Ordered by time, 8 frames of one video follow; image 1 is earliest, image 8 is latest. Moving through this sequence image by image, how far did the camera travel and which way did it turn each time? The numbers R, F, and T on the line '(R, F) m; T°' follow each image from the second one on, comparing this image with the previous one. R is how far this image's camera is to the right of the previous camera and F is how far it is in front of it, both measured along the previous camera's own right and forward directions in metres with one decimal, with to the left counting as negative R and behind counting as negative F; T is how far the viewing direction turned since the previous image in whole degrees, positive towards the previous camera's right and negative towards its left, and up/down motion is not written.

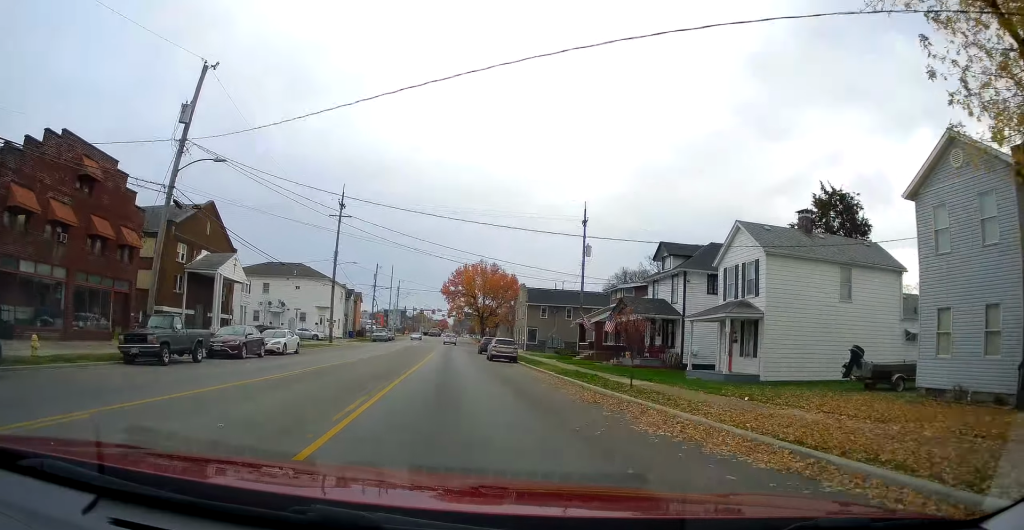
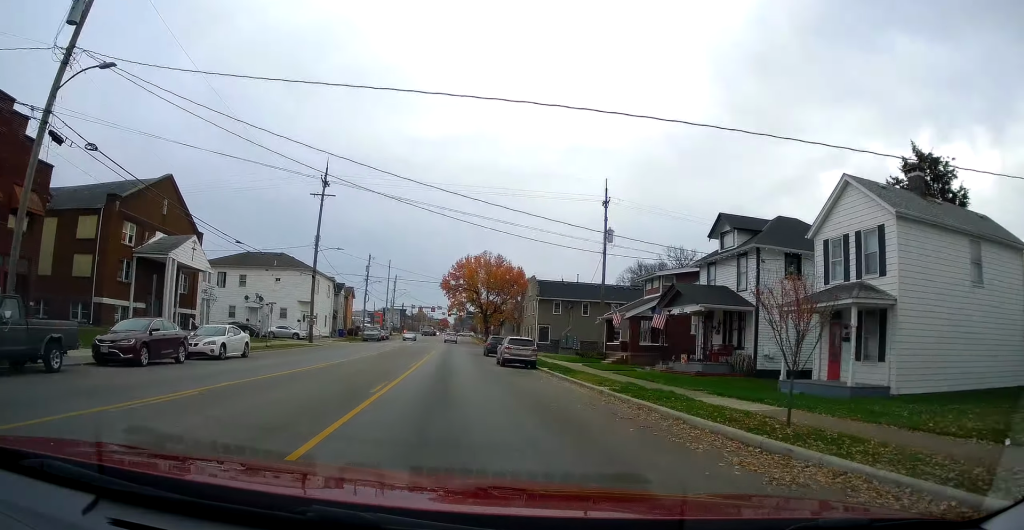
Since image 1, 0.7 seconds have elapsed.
(-0.1, +9.3) m; -1°
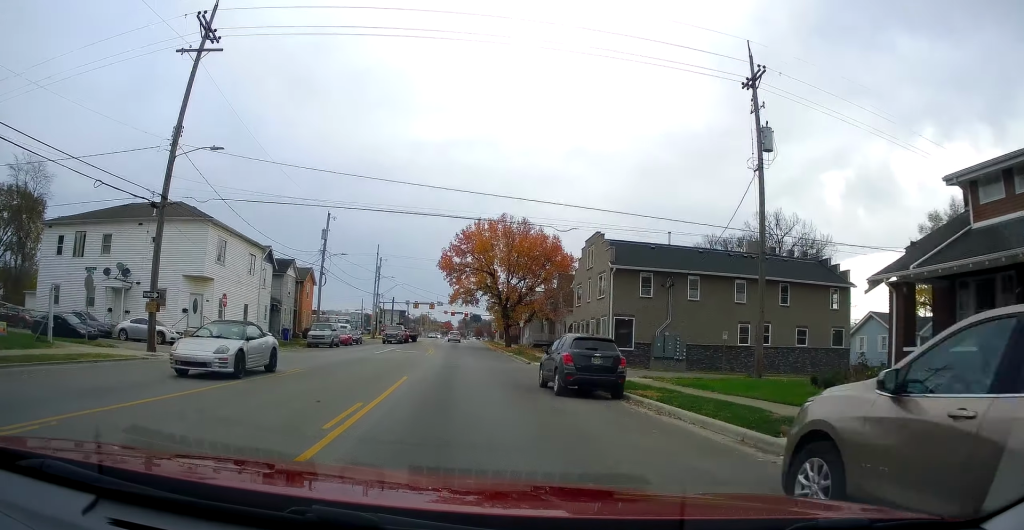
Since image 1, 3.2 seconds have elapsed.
(-0.5, +30.1) m; -3°
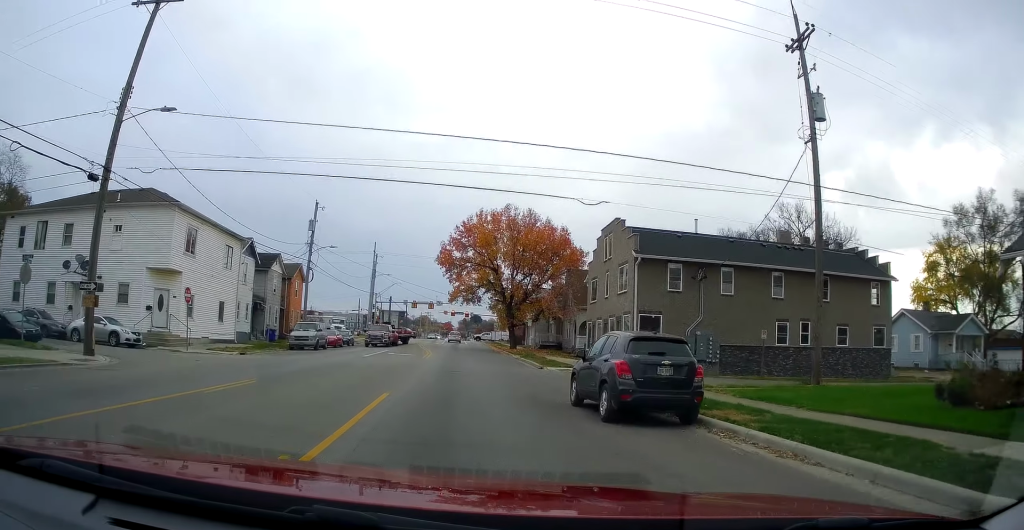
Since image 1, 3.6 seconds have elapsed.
(-0.2, +4.9) m; 0°
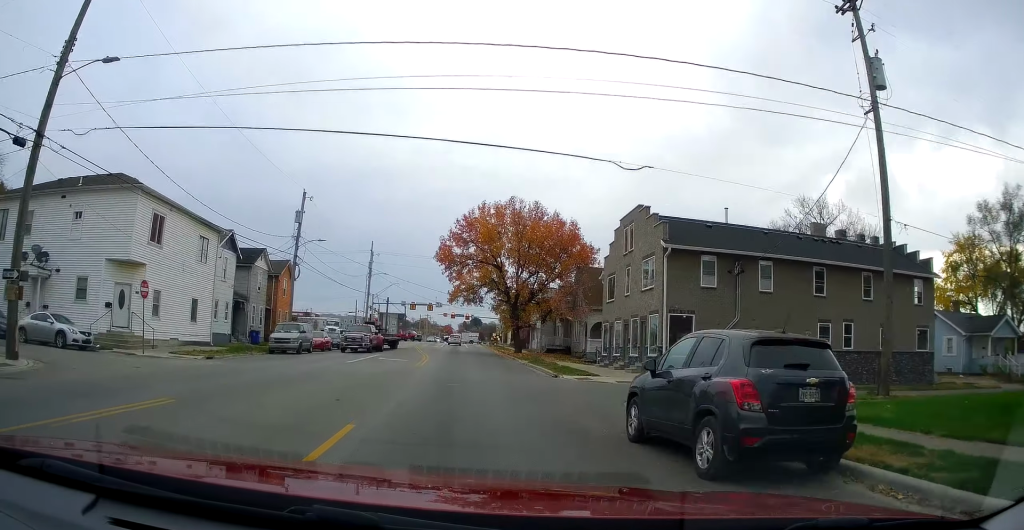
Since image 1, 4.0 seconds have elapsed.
(-0.2, +4.5) m; 0°
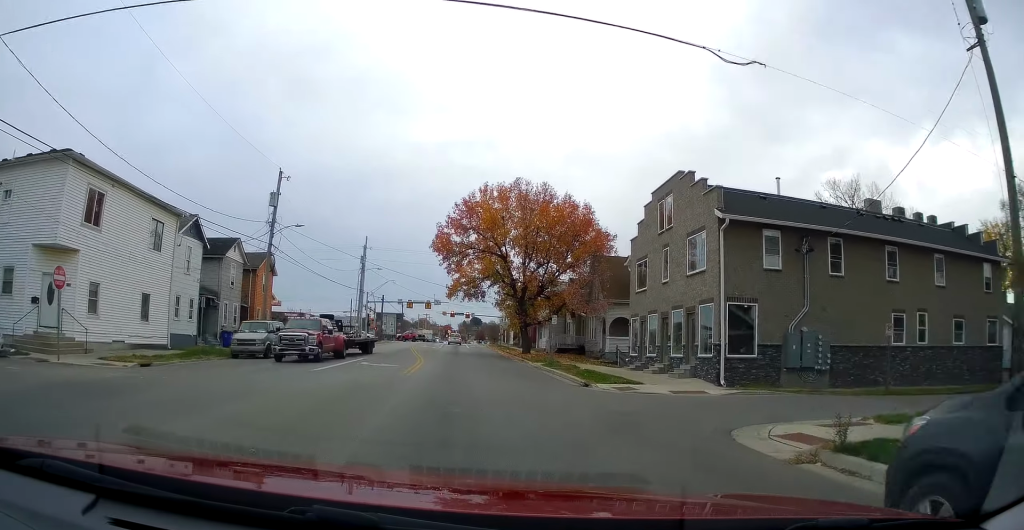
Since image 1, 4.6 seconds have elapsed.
(0.0, +6.3) m; +1°
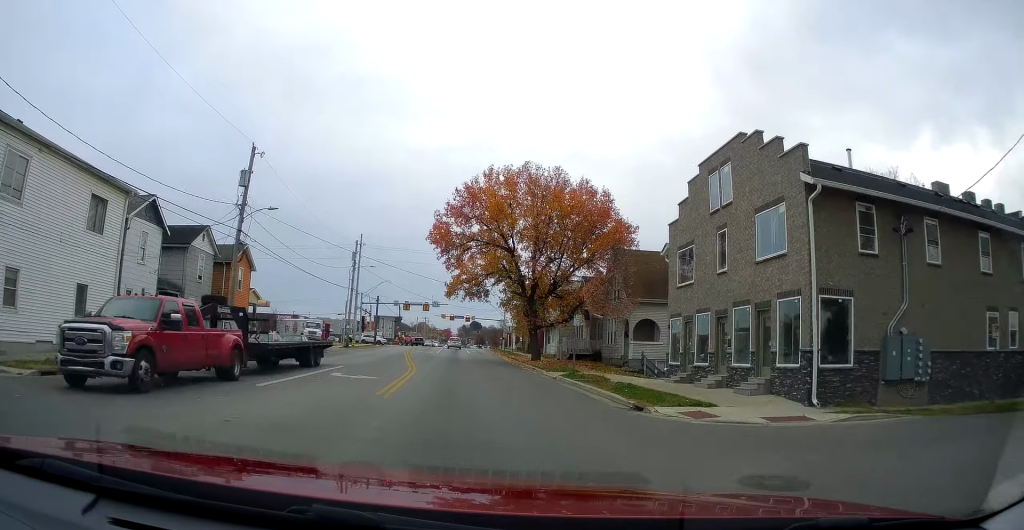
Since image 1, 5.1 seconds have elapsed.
(+0.2, +6.2) m; +2°
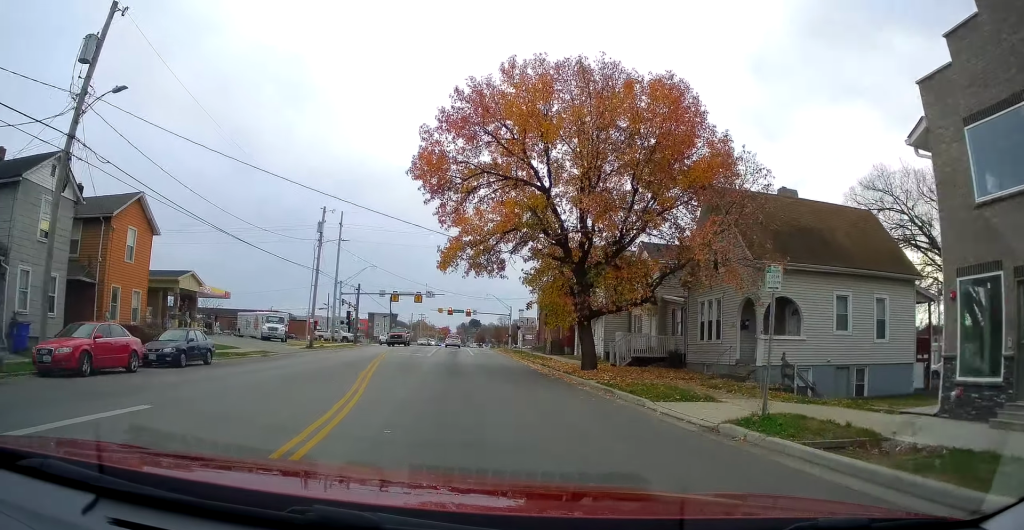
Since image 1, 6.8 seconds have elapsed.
(+0.1, +17.7) m; +1°
